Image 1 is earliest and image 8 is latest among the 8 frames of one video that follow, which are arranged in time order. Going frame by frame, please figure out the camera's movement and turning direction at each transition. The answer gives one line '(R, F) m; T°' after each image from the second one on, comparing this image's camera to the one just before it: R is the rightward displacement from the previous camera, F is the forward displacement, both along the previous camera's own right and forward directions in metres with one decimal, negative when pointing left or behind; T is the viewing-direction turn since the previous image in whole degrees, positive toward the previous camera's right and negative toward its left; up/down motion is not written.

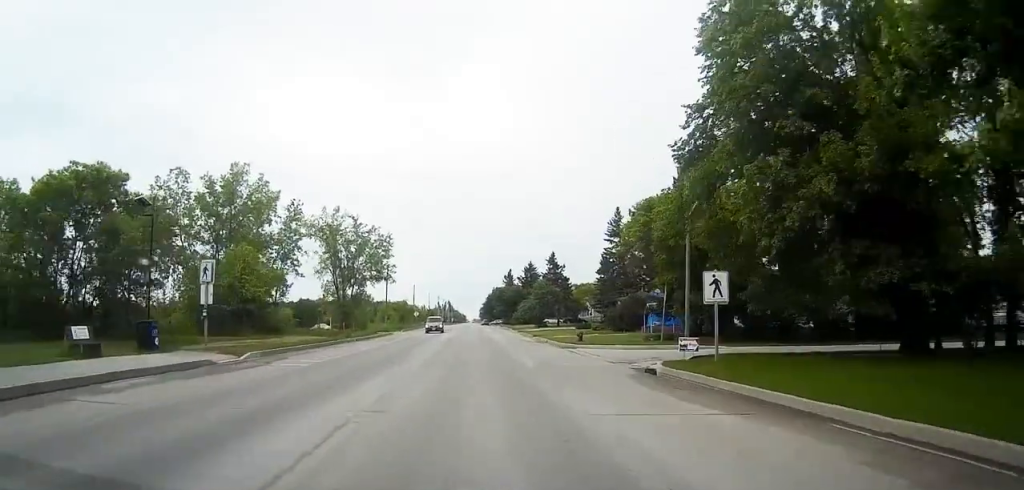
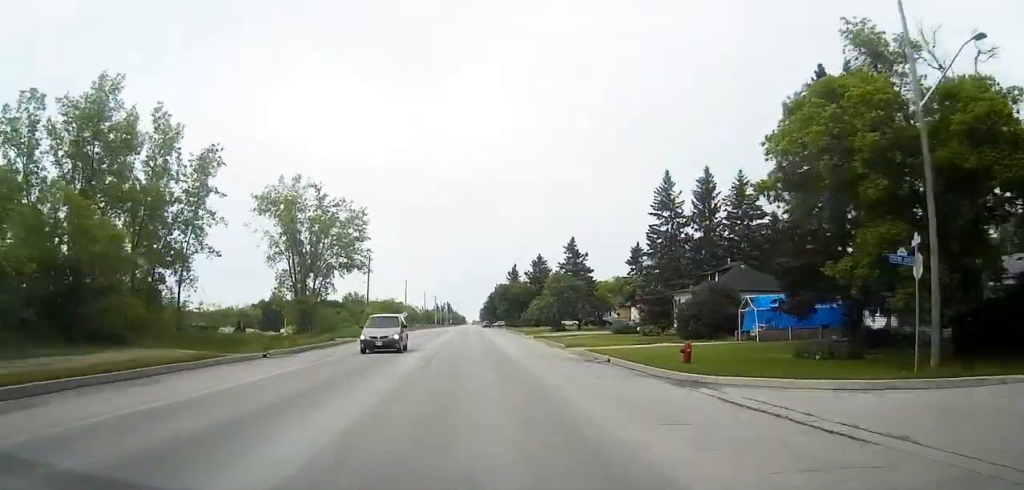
(-0.1, +24.3) m; -1°
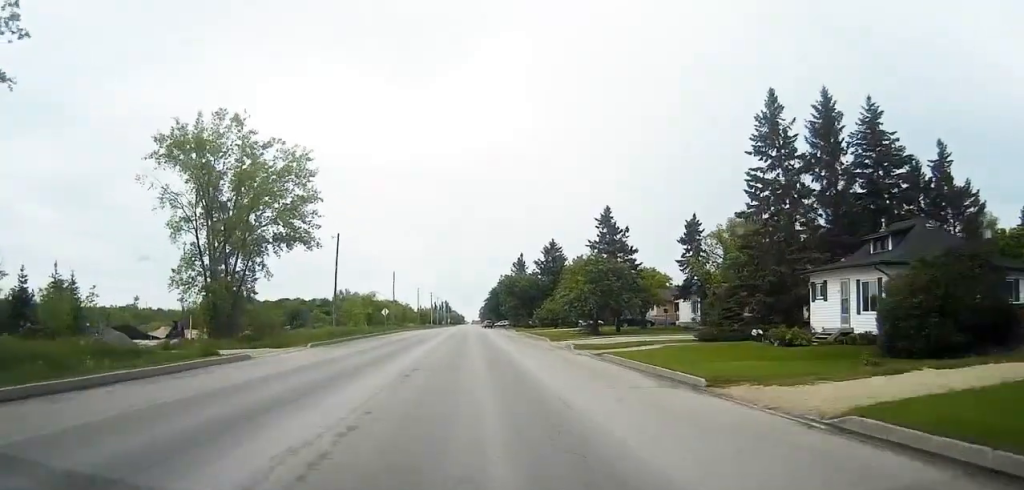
(-0.3, +26.5) m; -1°
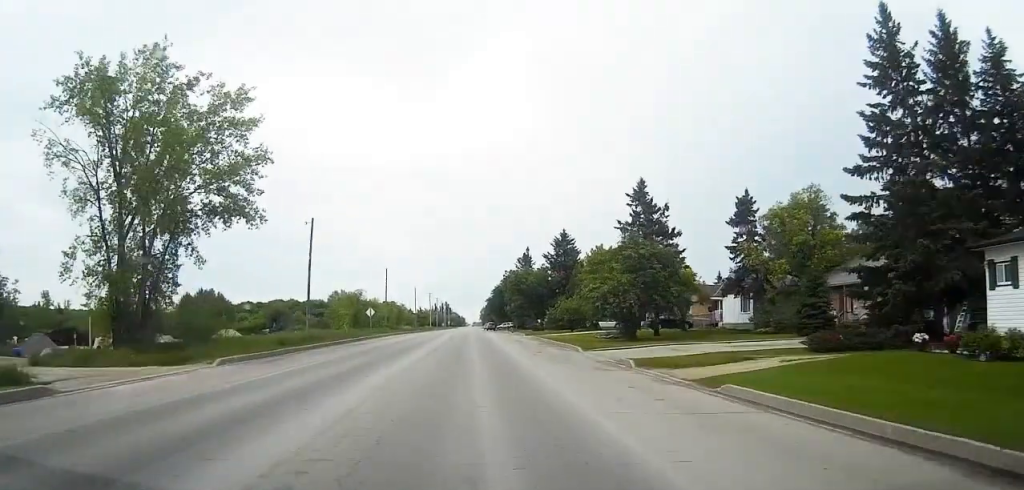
(0.0, +14.8) m; 0°
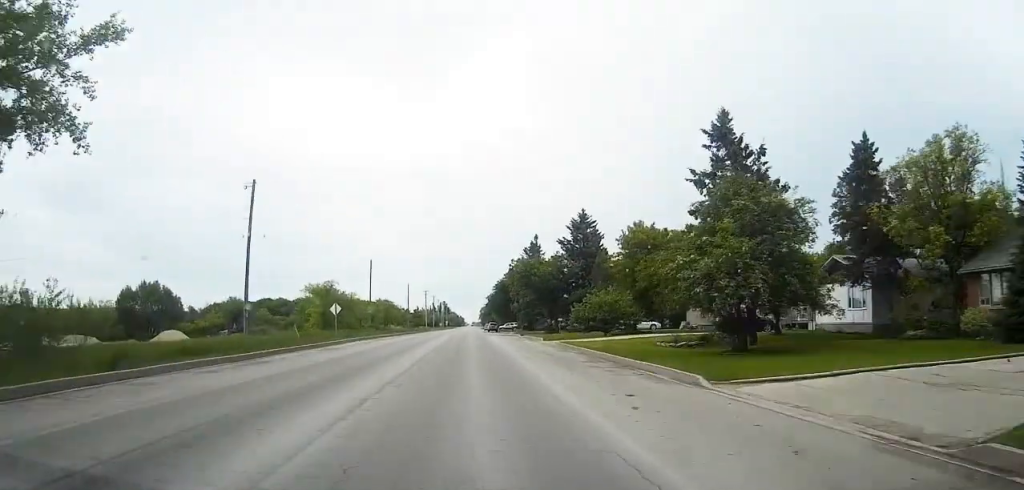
(0.0, +20.4) m; 0°
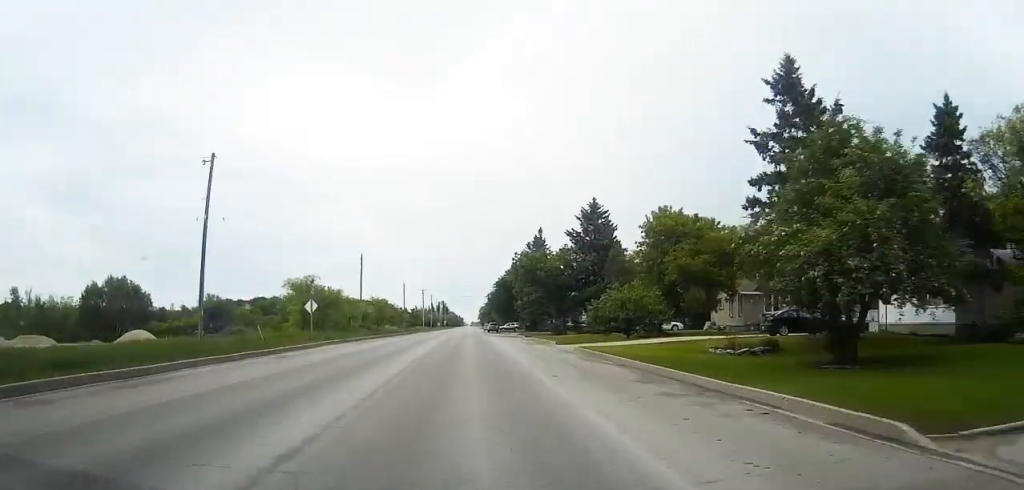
(0.0, +9.0) m; 0°
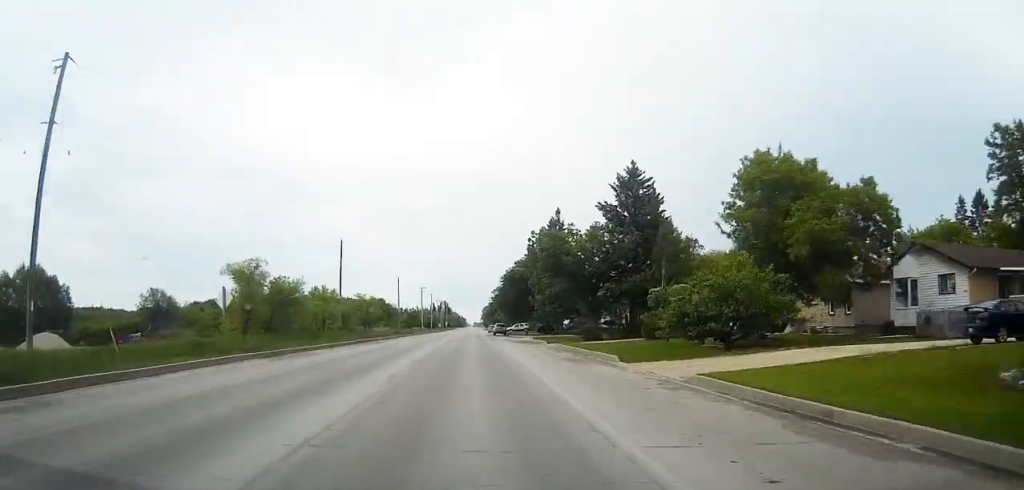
(+0.1, +19.5) m; +1°
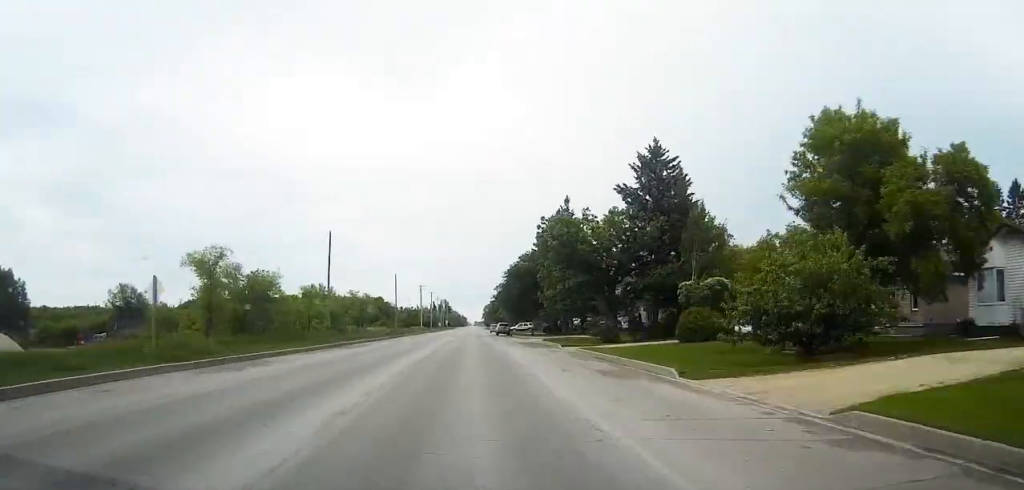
(0.0, +8.0) m; 0°
